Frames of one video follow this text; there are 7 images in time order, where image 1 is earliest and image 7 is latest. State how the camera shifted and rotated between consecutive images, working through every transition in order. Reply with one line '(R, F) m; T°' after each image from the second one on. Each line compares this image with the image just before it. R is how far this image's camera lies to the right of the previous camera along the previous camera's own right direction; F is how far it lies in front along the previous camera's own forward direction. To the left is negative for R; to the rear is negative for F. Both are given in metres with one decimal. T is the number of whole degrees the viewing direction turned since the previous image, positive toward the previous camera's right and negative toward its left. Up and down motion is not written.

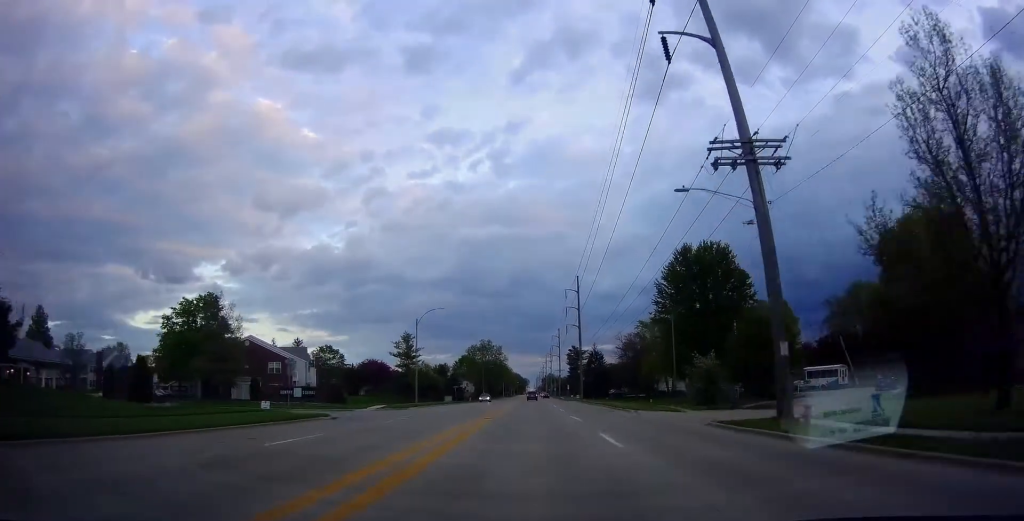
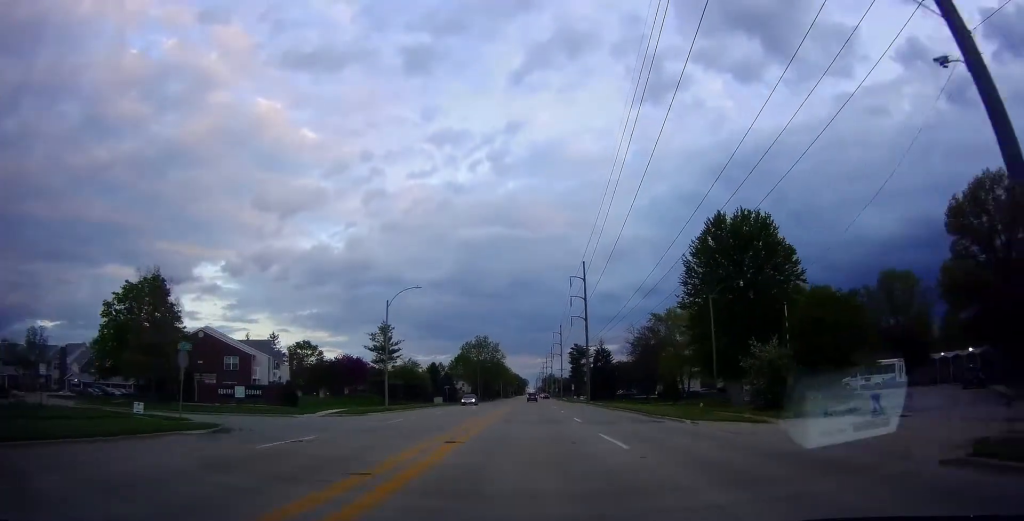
(+0.2, +12.6) m; +1°
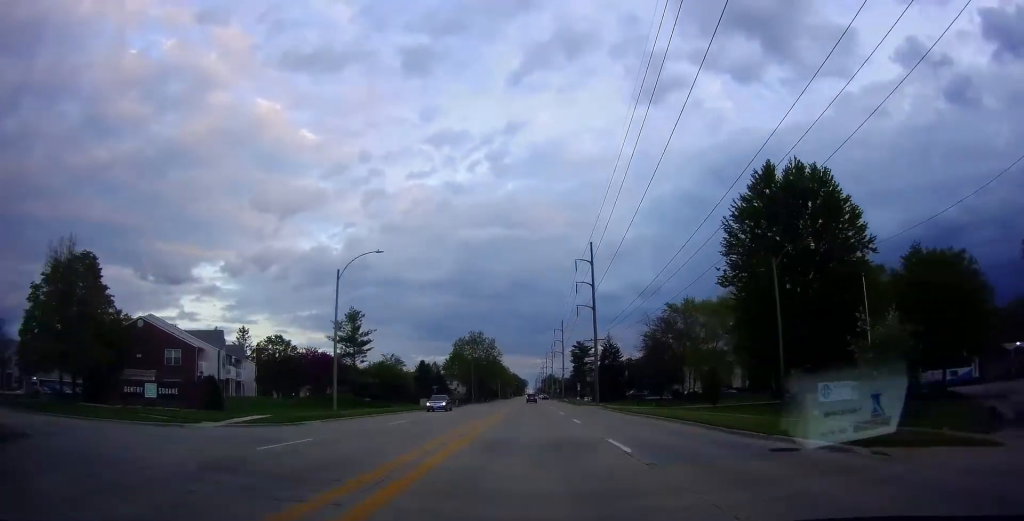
(0.0, +12.6) m; 0°
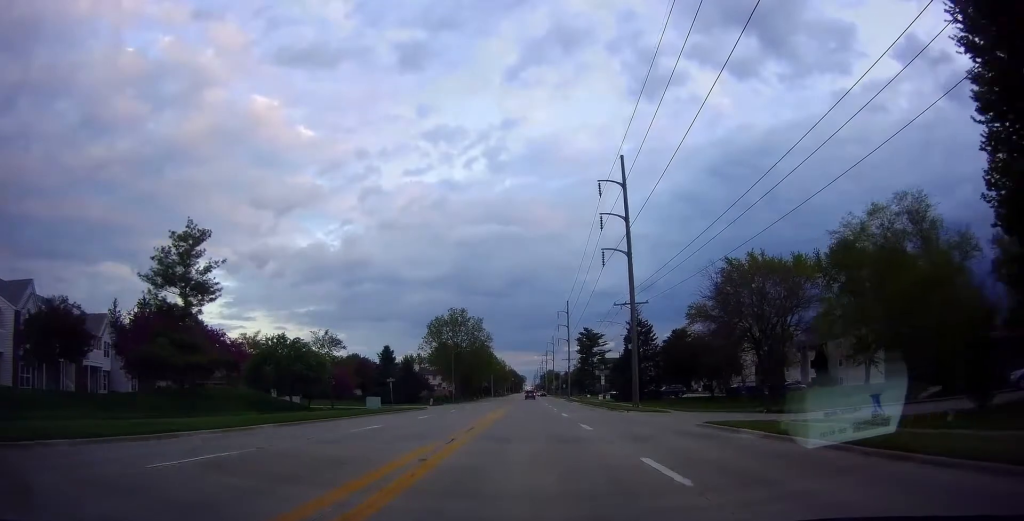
(0.0, +30.4) m; -1°
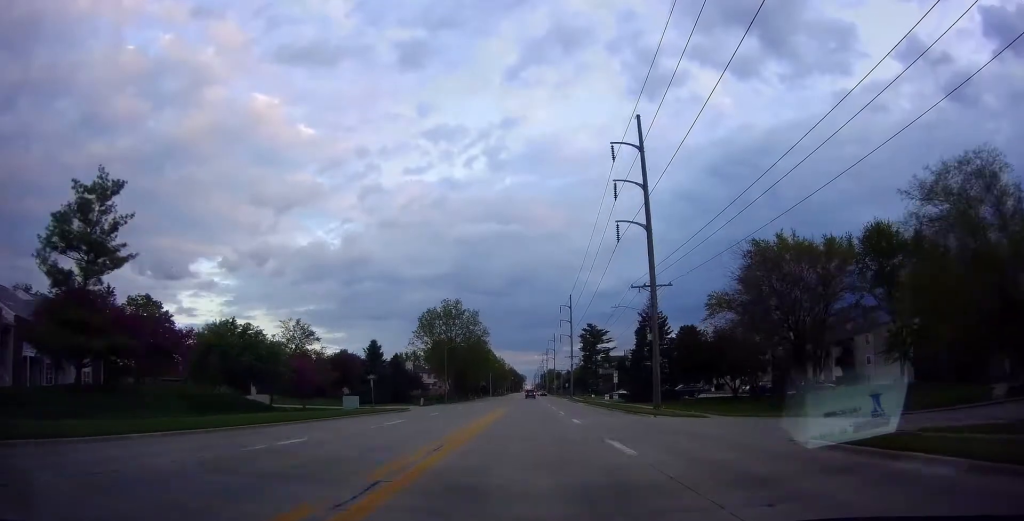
(+0.2, +8.6) m; -1°
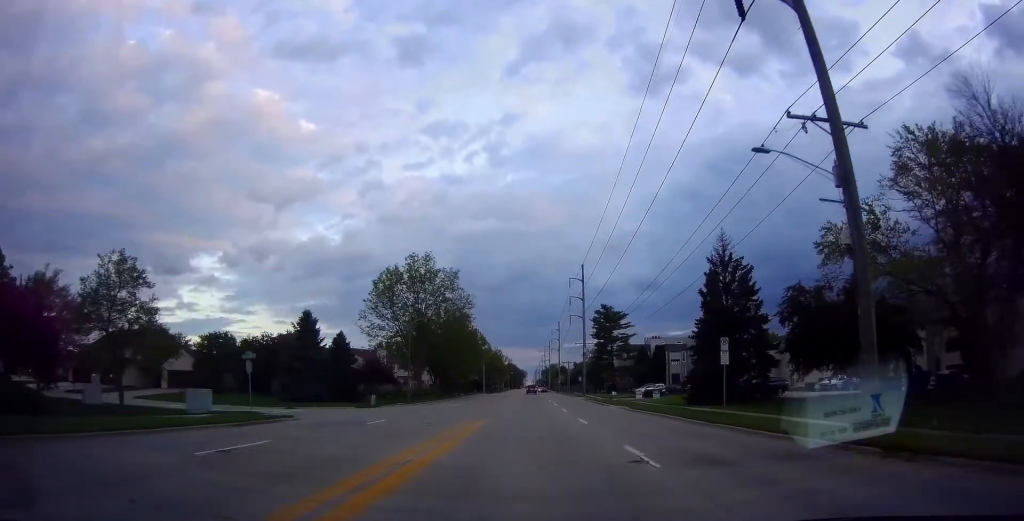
(-0.6, +26.6) m; +1°
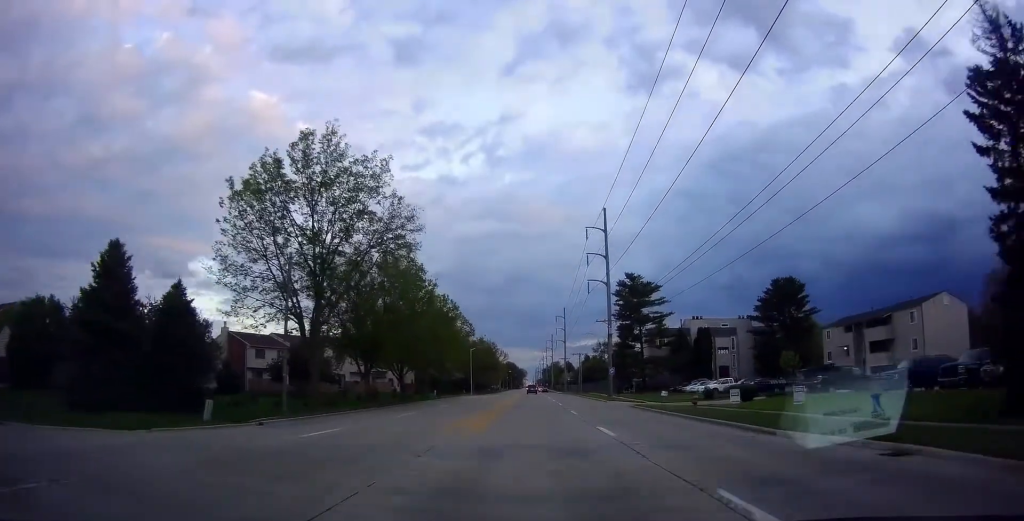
(+0.9, +31.7) m; +2°
